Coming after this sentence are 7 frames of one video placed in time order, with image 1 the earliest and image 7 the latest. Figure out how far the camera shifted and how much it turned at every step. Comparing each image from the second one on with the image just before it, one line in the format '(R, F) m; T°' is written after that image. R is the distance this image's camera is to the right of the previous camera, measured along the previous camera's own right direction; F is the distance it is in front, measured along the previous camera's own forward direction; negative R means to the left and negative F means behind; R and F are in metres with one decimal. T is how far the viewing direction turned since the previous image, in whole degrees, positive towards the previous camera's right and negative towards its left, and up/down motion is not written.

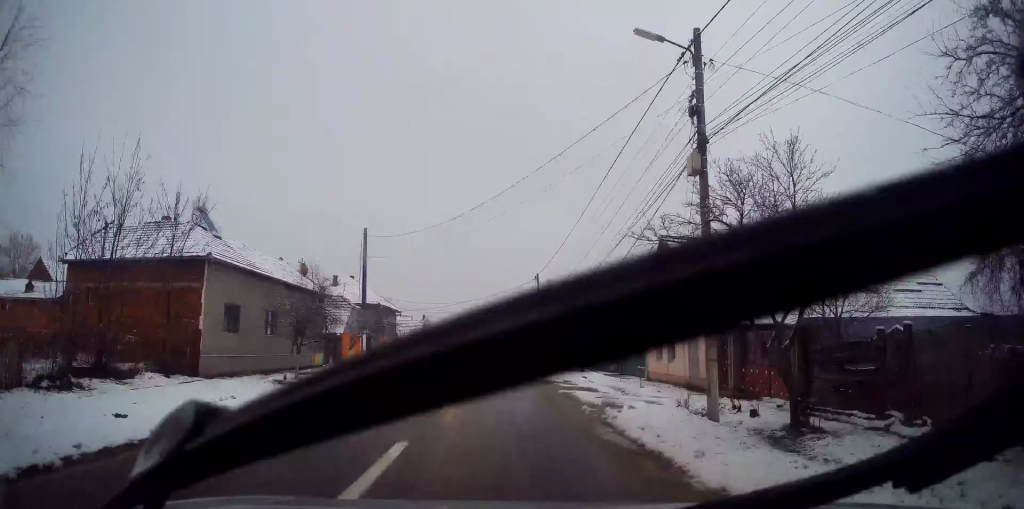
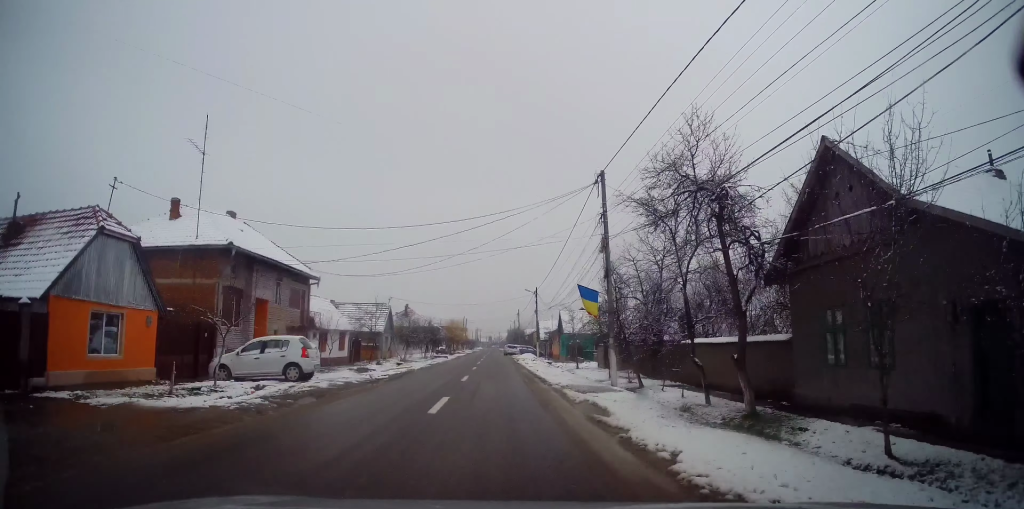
(-0.6, +29.4) m; -1°
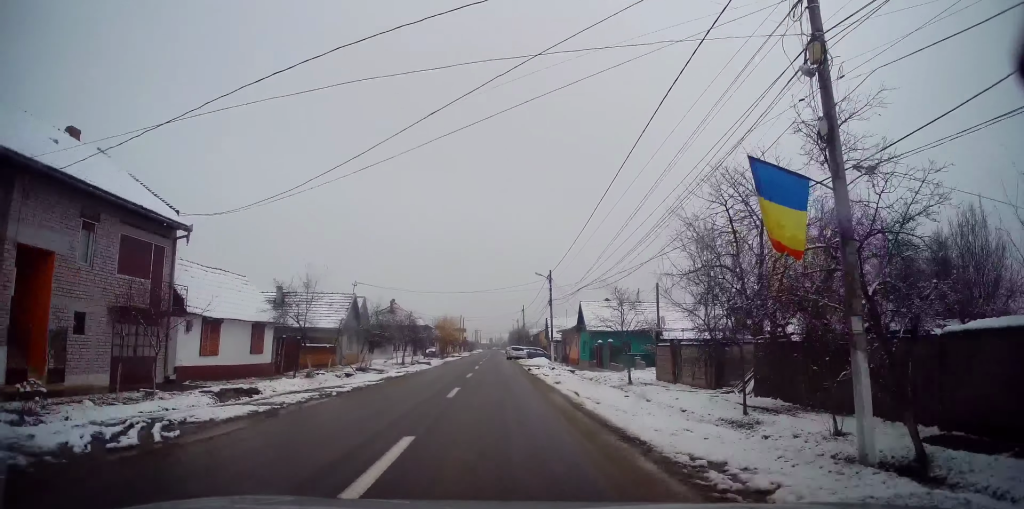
(+0.2, +14.4) m; +1°
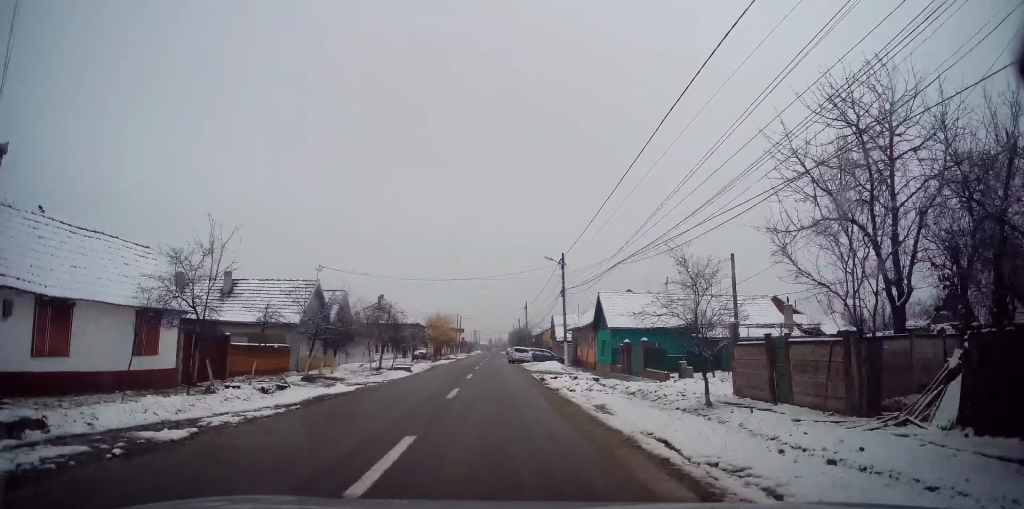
(+0.3, +8.7) m; 0°
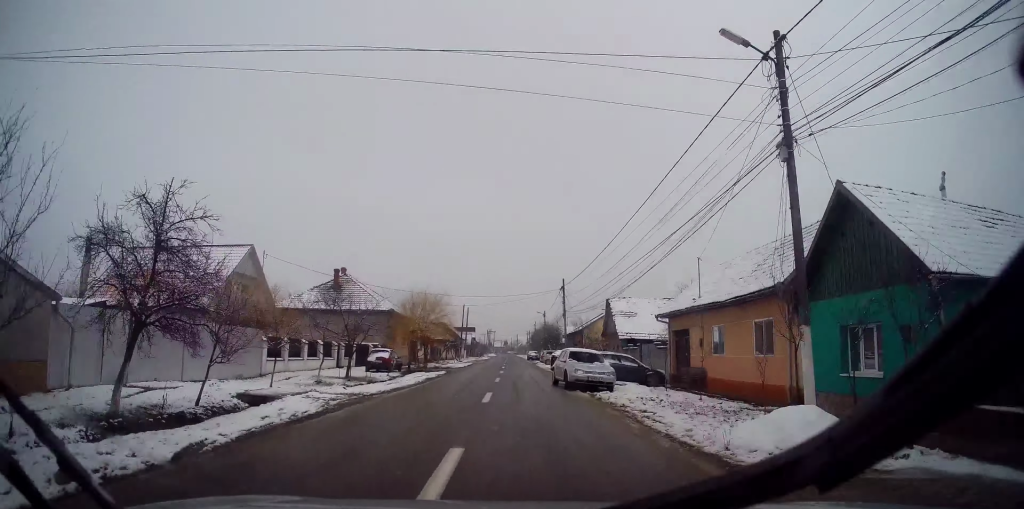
(-0.9, +27.0) m; -4°
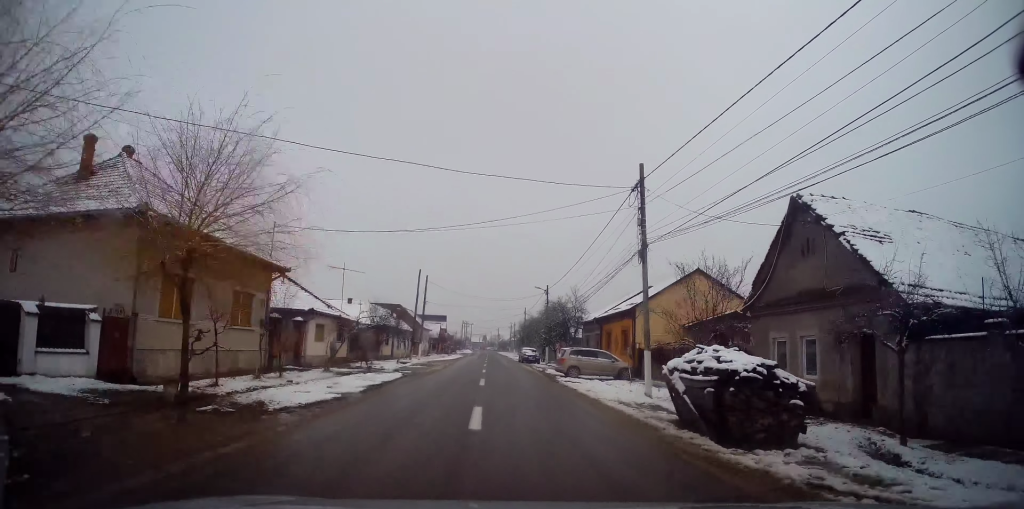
(+0.6, +30.9) m; +3°
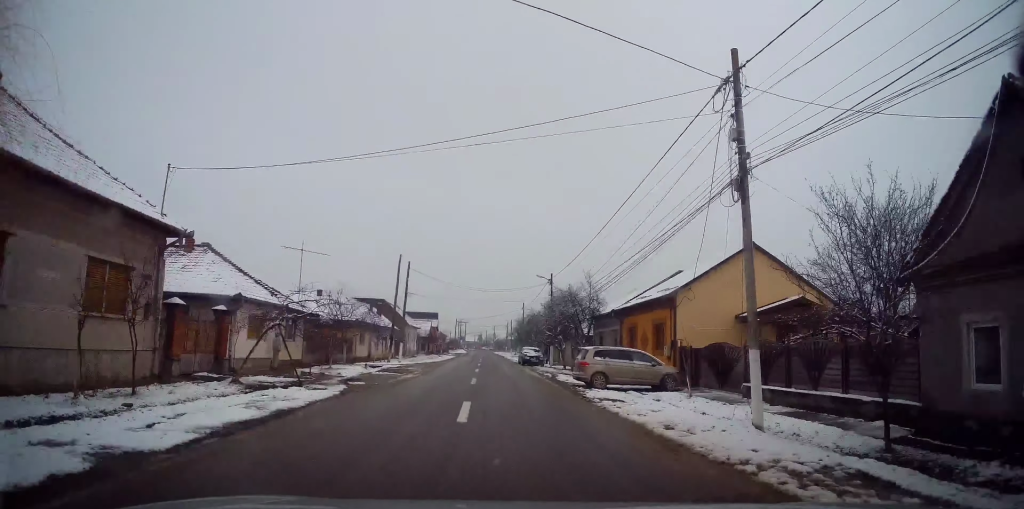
(+0.1, +8.3) m; +1°
